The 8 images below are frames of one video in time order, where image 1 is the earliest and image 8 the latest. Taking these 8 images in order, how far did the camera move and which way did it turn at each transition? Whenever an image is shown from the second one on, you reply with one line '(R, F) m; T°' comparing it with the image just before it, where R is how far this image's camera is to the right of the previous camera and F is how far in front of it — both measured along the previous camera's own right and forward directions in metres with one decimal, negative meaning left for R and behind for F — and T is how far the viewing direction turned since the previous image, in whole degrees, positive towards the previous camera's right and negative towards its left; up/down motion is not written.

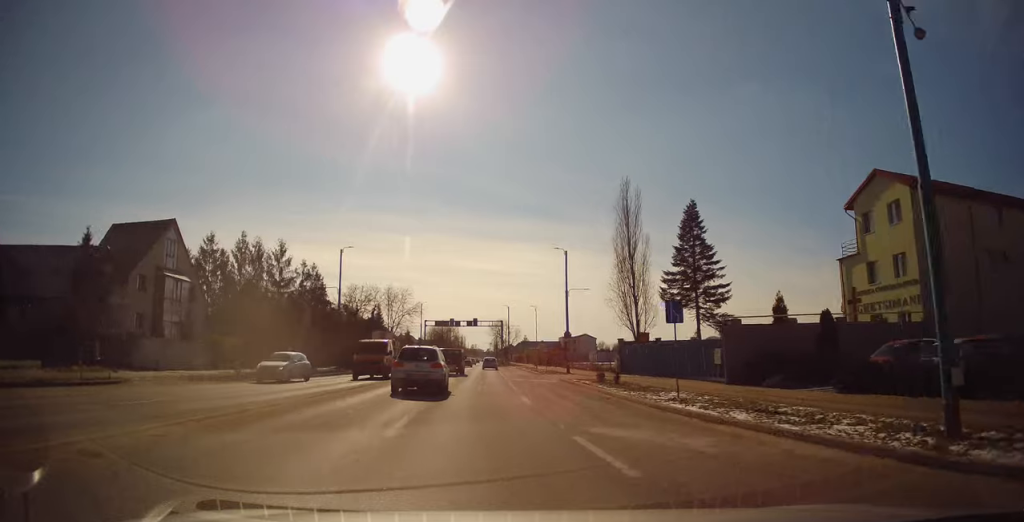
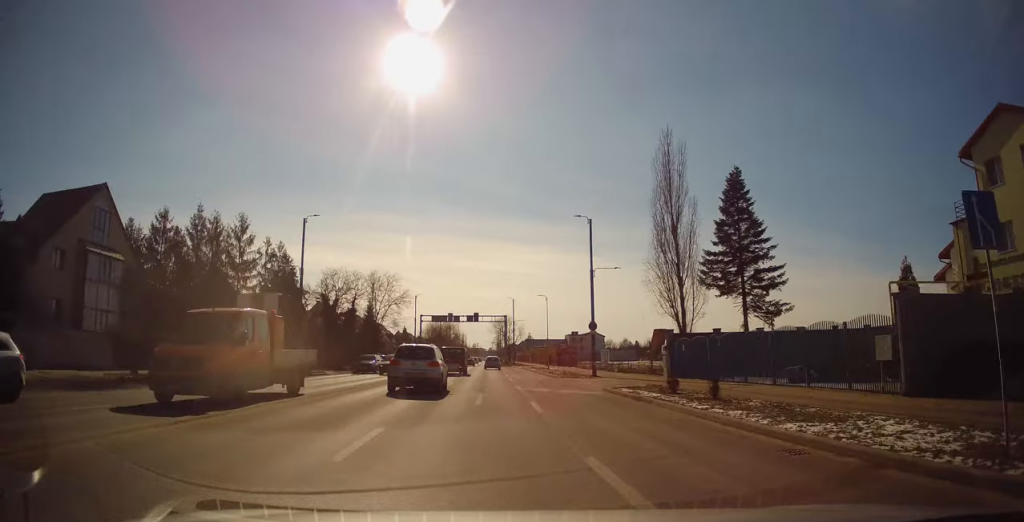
(+0.2, +10.4) m; 0°
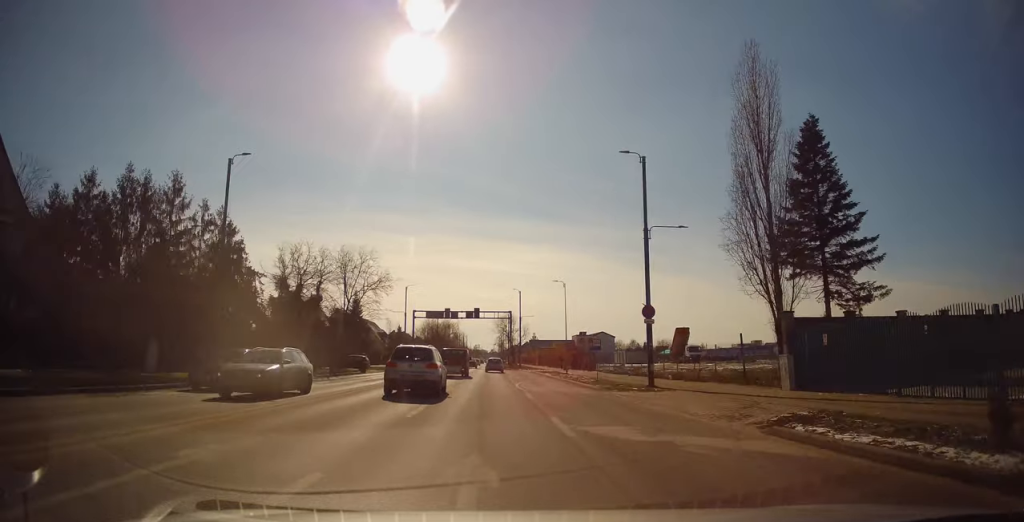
(-0.1, +12.0) m; 0°
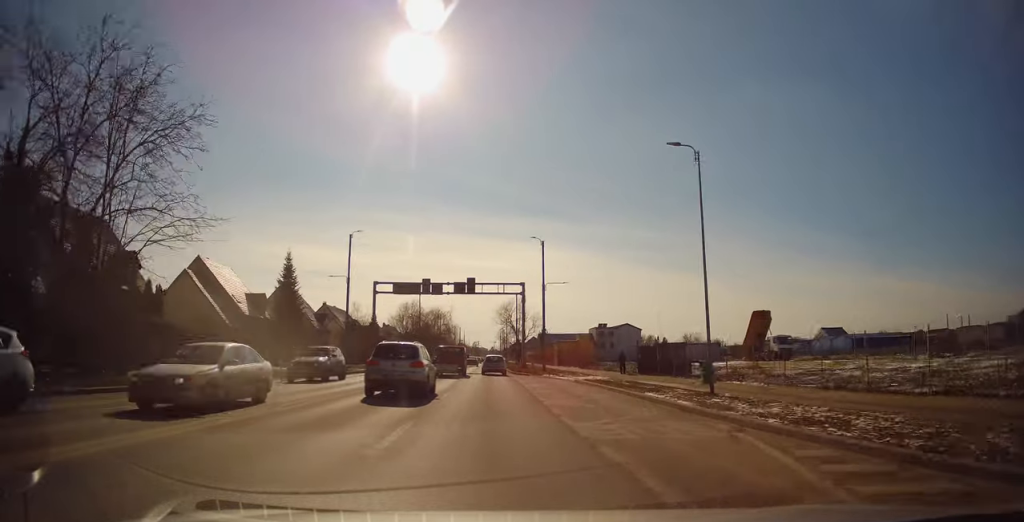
(+0.1, +30.3) m; 0°
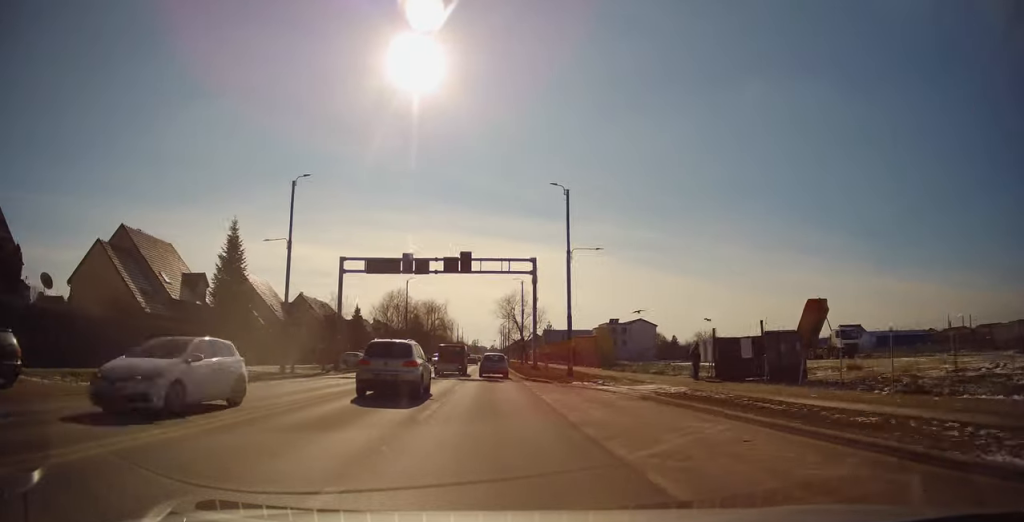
(-0.1, +13.3) m; 0°
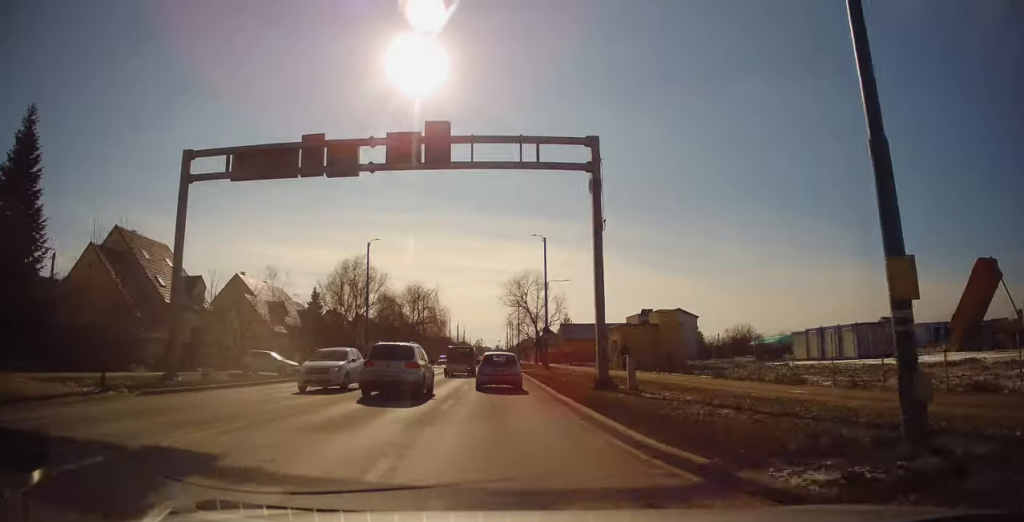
(0.0, +24.5) m; -1°
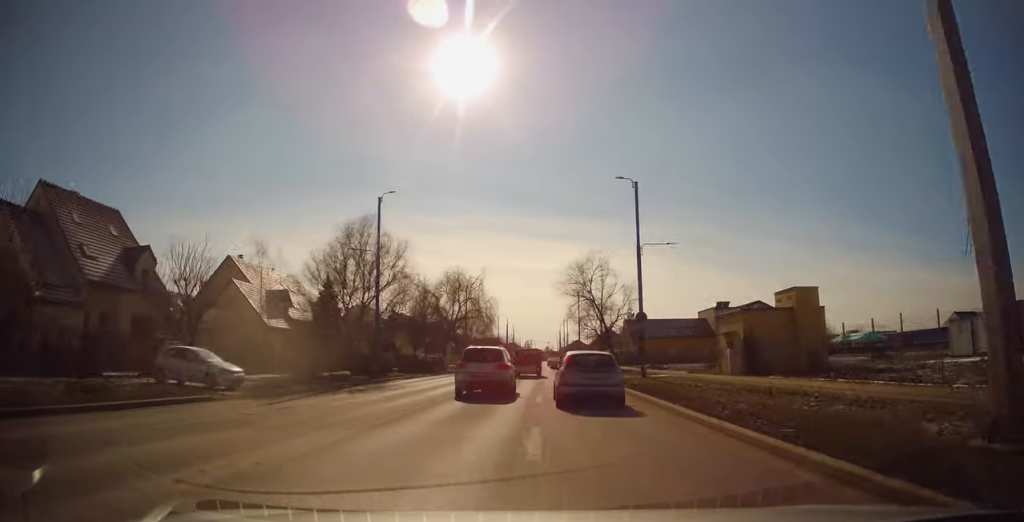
(-0.1, +14.4) m; -2°
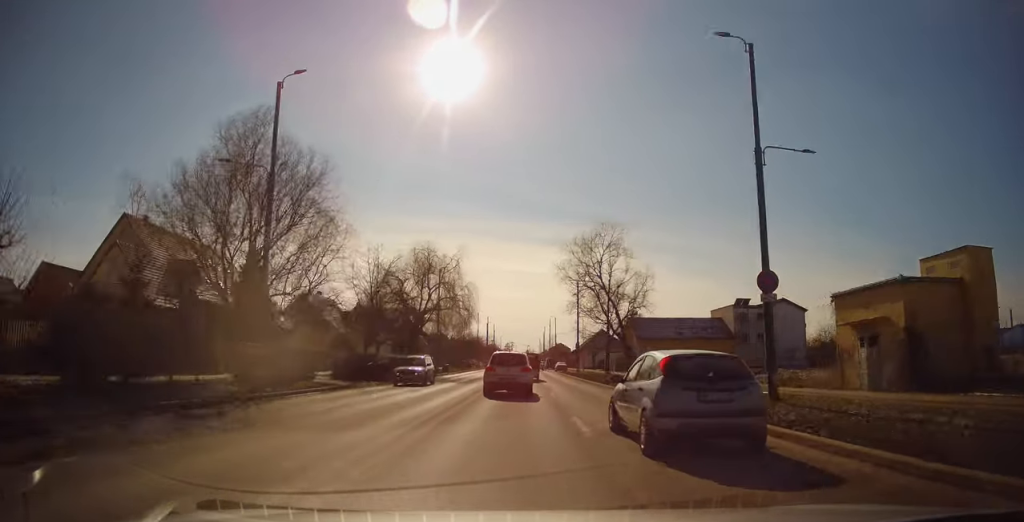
(-0.5, +15.0) m; -1°
